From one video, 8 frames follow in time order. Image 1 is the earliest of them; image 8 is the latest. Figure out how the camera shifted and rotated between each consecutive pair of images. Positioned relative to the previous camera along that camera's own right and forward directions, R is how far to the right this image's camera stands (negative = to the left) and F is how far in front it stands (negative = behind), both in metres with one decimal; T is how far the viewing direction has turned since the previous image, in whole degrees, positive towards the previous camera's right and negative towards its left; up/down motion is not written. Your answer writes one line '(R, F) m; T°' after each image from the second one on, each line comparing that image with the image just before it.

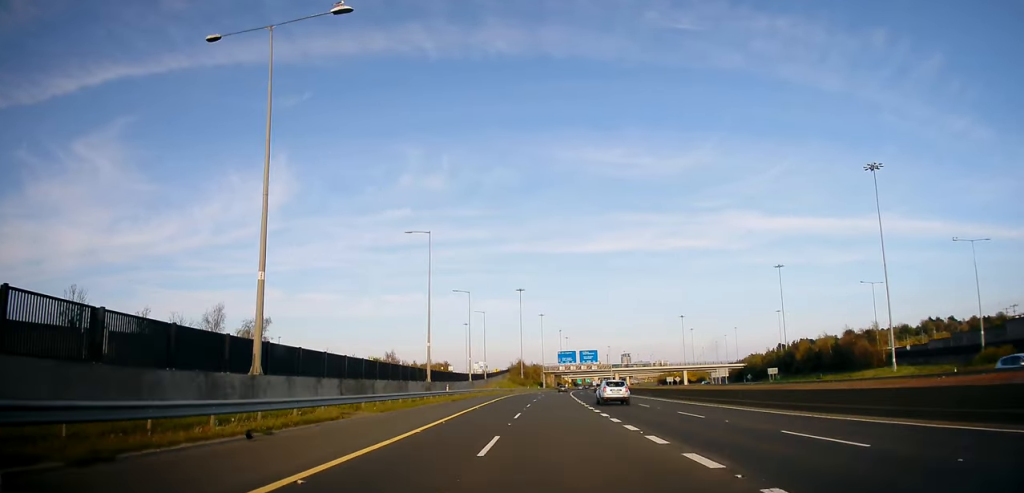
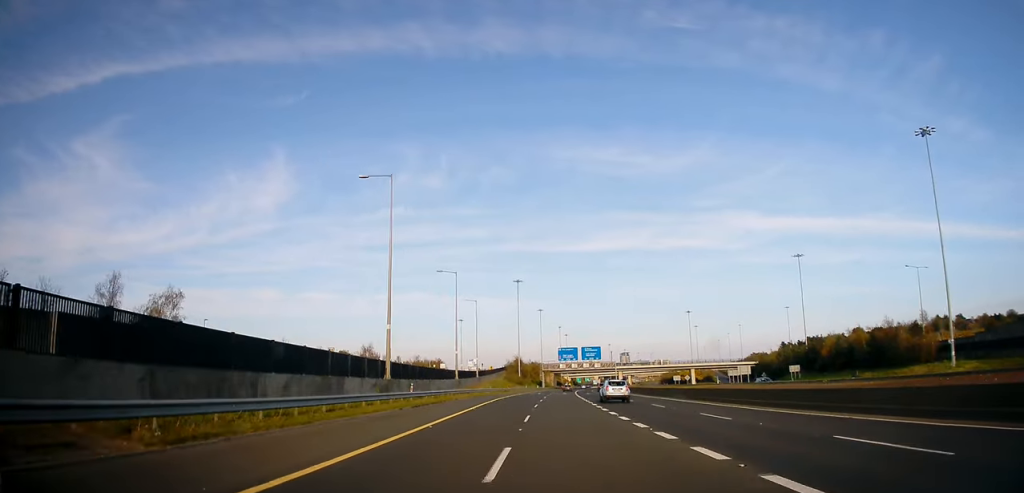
(-0.1, +14.7) m; +1°
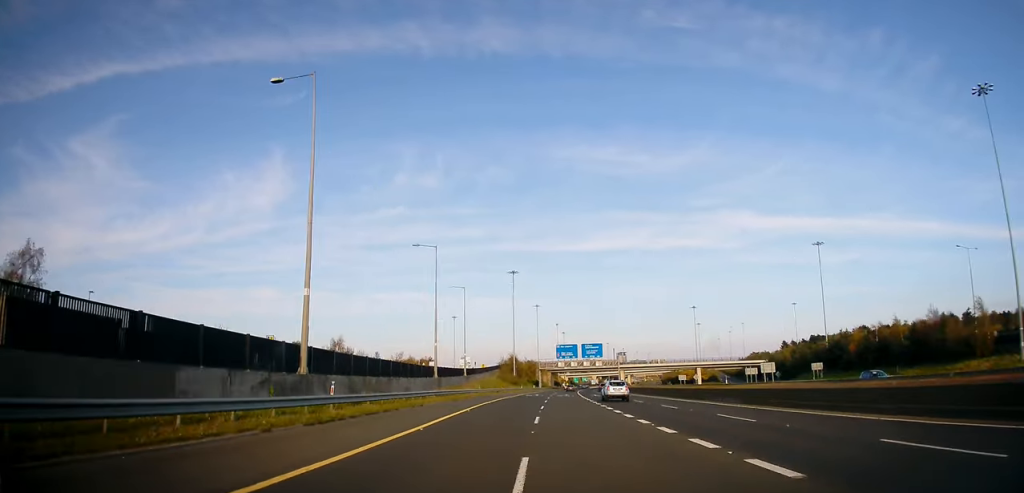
(+0.1, +13.7) m; +1°
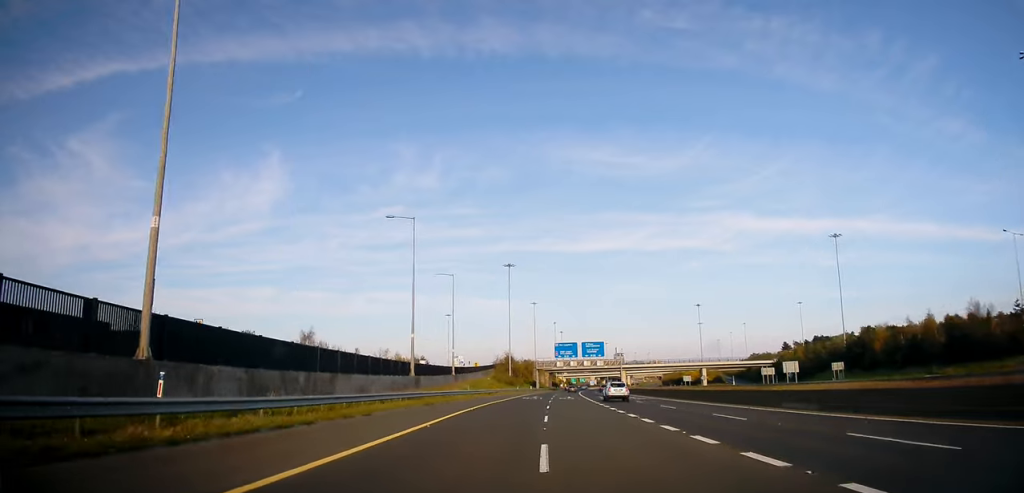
(+0.2, +10.8) m; +1°
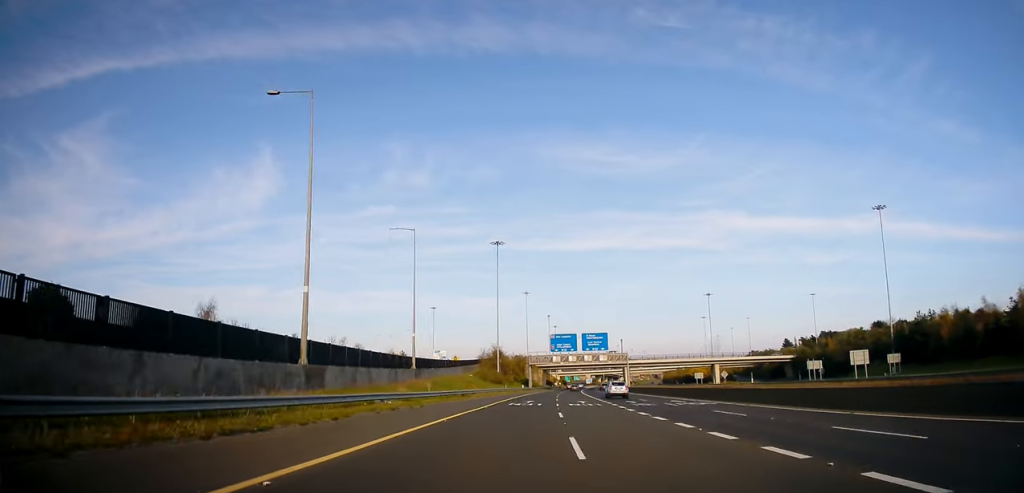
(+0.1, +22.6) m; +1°
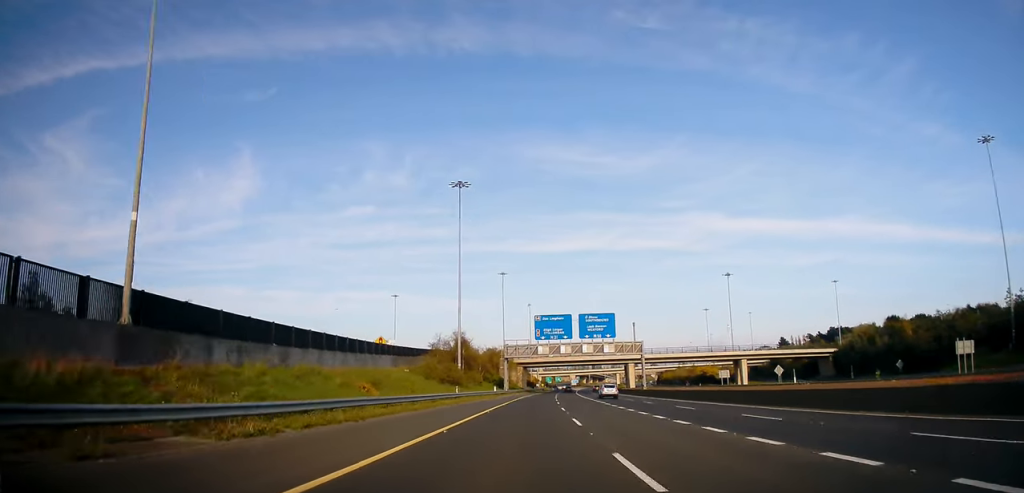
(+0.8, +40.4) m; +2°
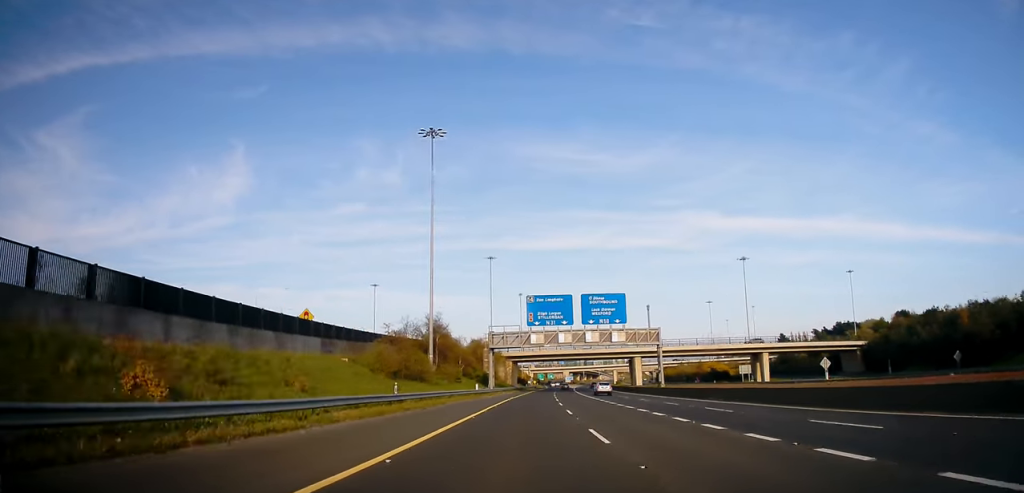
(0.0, +18.8) m; 0°
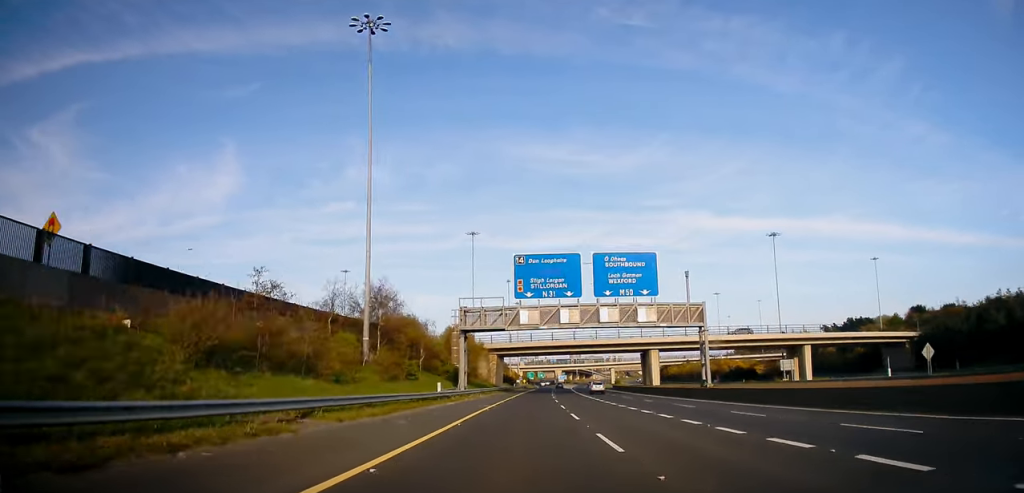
(0.0, +24.8) m; +1°
